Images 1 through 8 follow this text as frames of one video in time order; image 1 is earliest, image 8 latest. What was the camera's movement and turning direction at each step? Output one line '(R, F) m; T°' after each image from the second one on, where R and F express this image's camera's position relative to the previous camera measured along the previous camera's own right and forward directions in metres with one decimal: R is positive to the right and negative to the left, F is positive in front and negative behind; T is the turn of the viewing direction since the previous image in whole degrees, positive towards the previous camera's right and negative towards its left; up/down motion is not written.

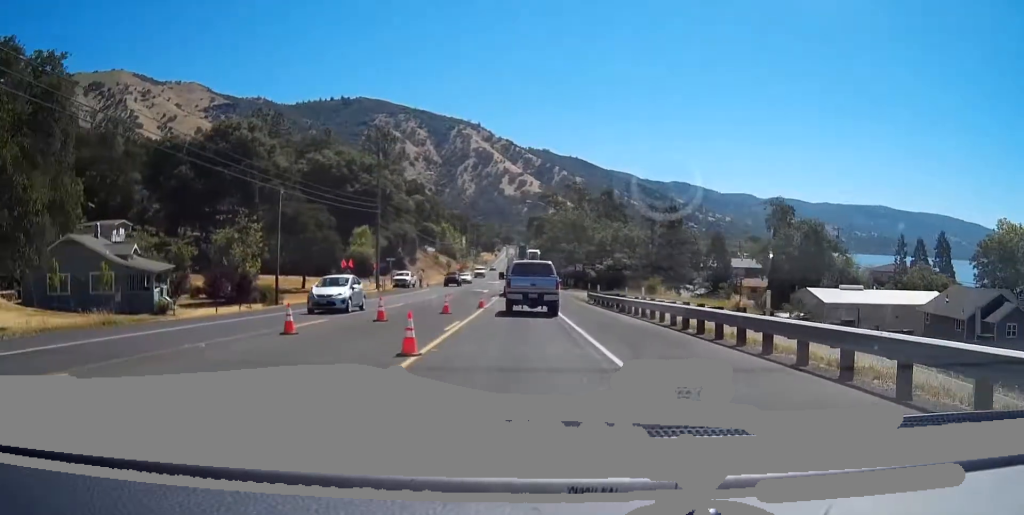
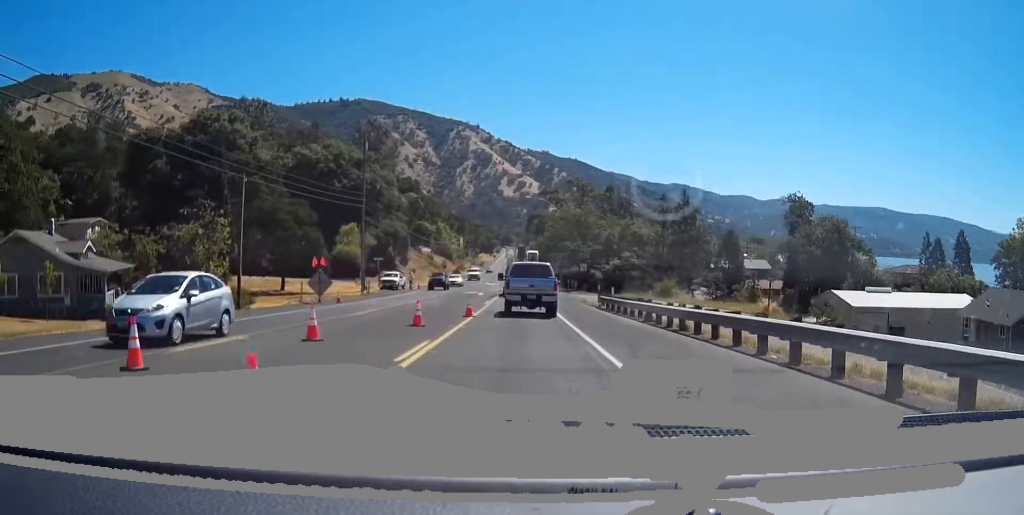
(0.0, +6.9) m; 0°
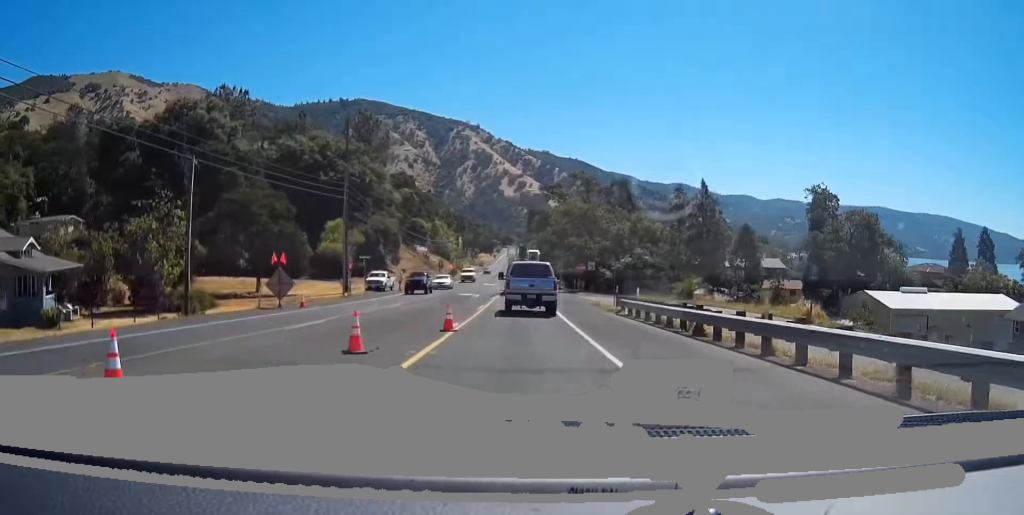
(0.0, +7.5) m; 0°
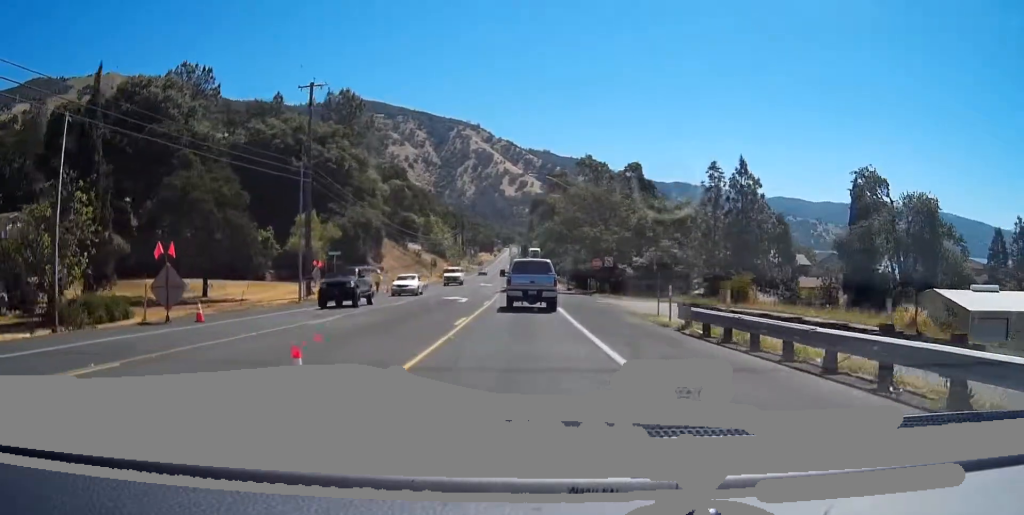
(0.0, +12.4) m; -1°
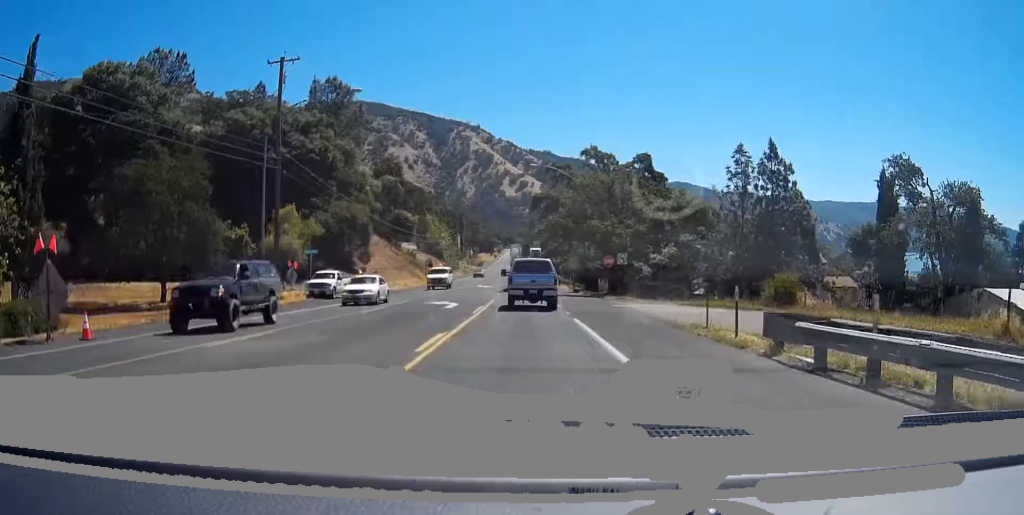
(-0.1, +7.3) m; 0°
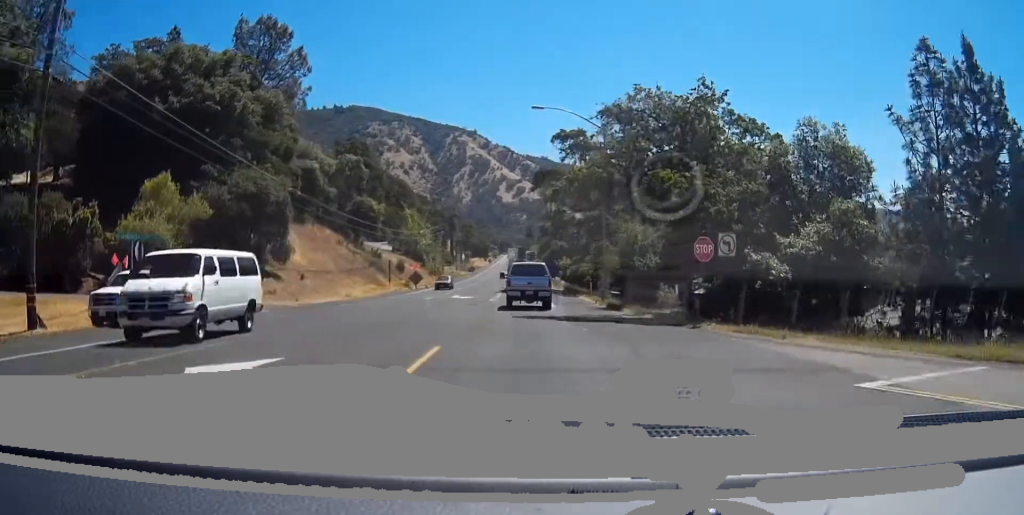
(+0.1, +26.4) m; +1°
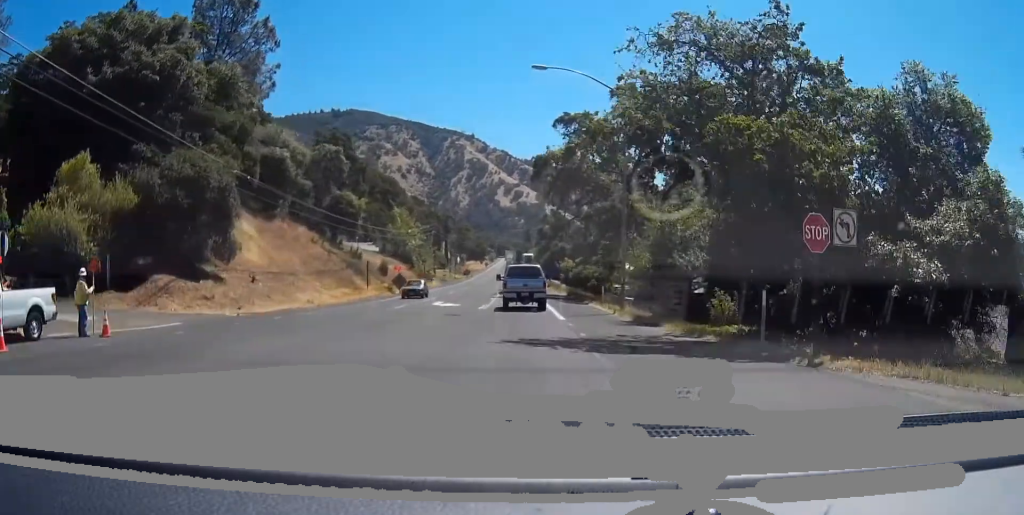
(0.0, +9.8) m; +1°
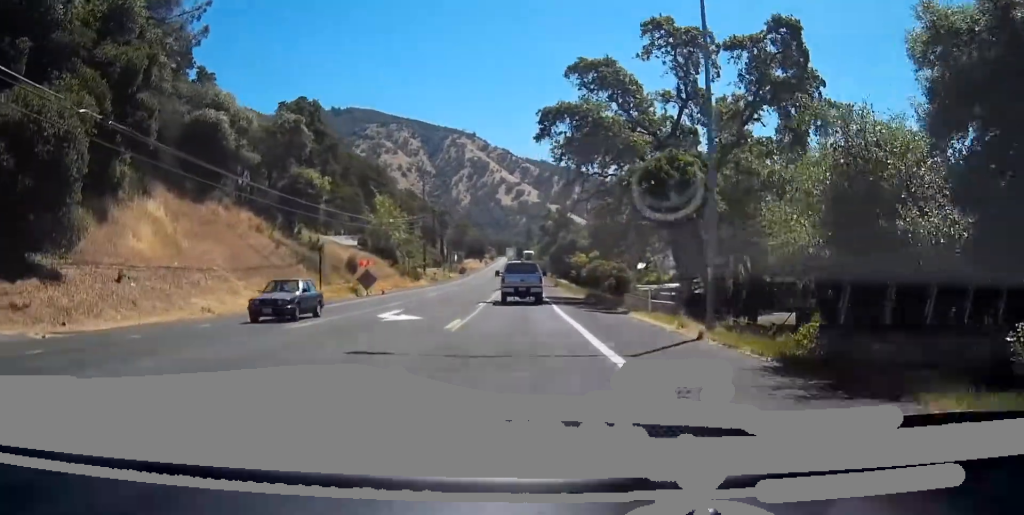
(+0.3, +16.4) m; 0°
